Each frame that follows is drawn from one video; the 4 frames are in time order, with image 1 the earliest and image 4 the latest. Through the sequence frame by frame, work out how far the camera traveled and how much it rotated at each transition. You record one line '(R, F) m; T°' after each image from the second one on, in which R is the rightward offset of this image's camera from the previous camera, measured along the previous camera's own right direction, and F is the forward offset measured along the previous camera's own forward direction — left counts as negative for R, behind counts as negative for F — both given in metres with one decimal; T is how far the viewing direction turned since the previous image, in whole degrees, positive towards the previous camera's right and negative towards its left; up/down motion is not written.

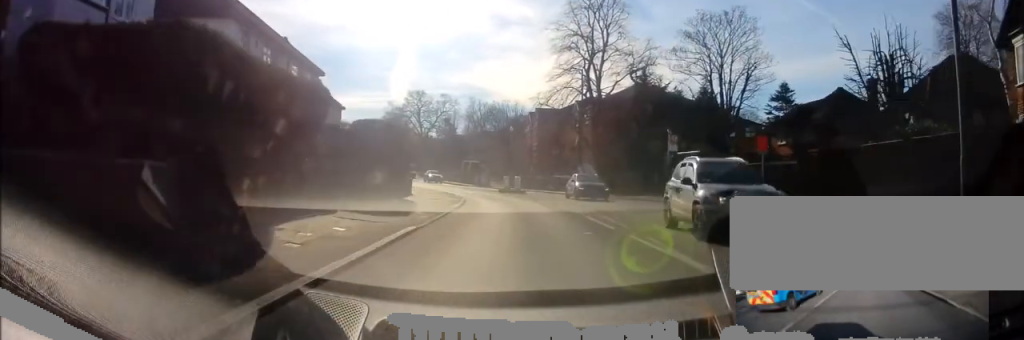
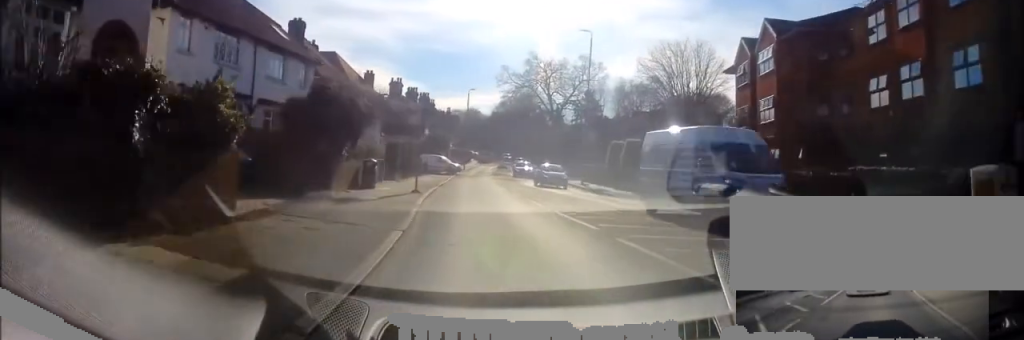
(-3.8, +40.1) m; -17°
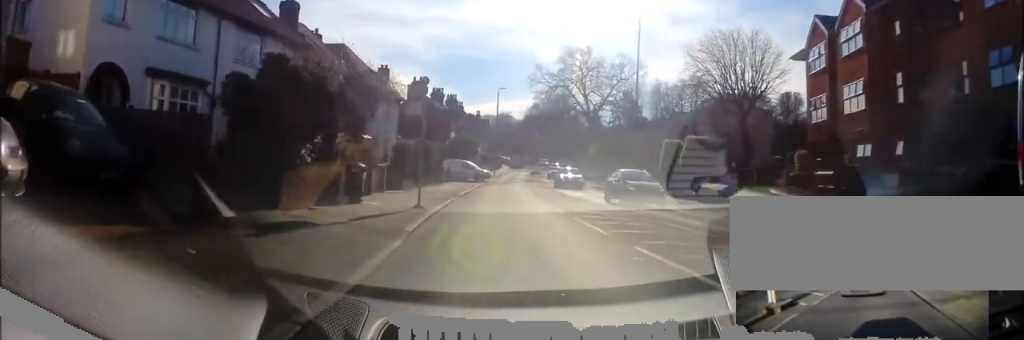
(-0.2, +6.4) m; -2°
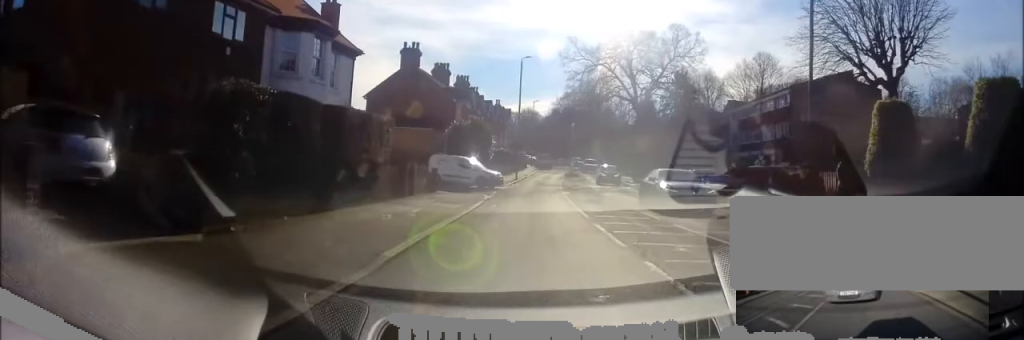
(+0.1, +18.7) m; +2°
